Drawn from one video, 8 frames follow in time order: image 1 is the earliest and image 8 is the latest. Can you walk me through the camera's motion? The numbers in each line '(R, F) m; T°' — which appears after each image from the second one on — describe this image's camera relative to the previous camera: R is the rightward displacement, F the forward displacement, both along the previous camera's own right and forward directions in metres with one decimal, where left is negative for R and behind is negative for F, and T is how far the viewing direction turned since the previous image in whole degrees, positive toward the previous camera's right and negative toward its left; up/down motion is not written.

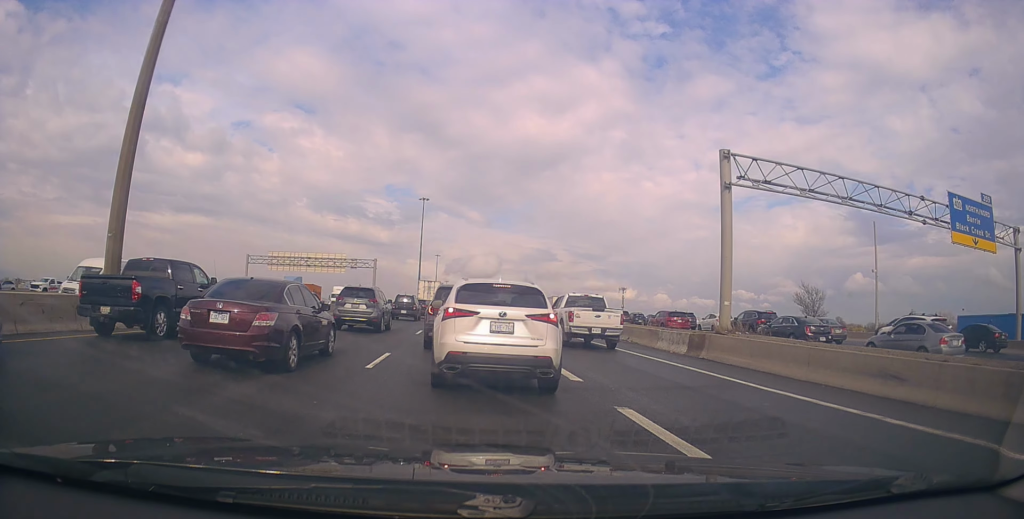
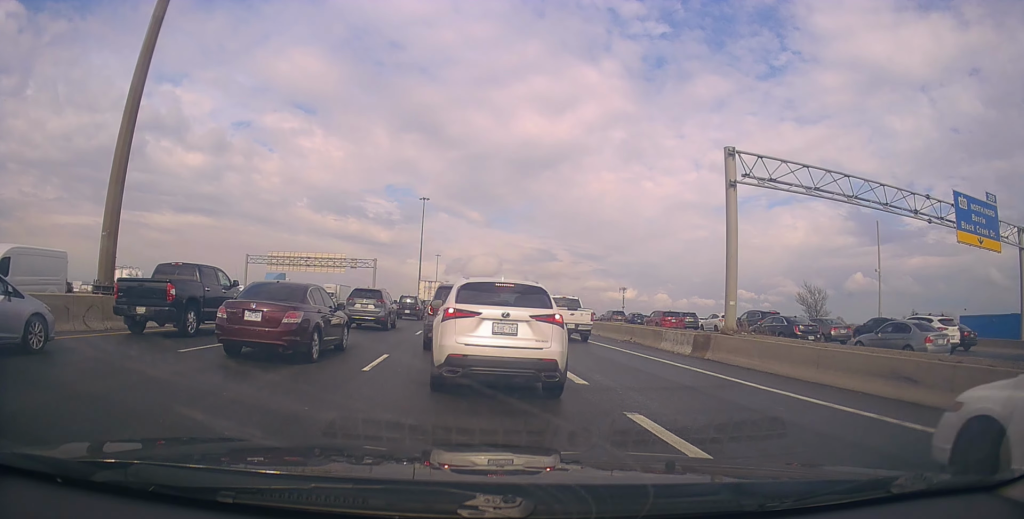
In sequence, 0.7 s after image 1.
(+0.1, +0.2) m; 0°
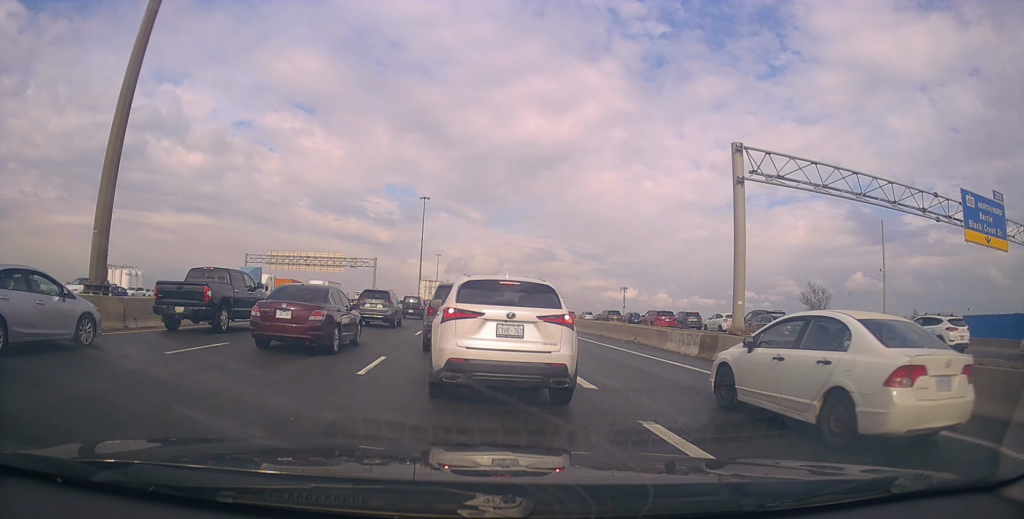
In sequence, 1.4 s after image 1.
(+0.1, +0.3) m; 0°
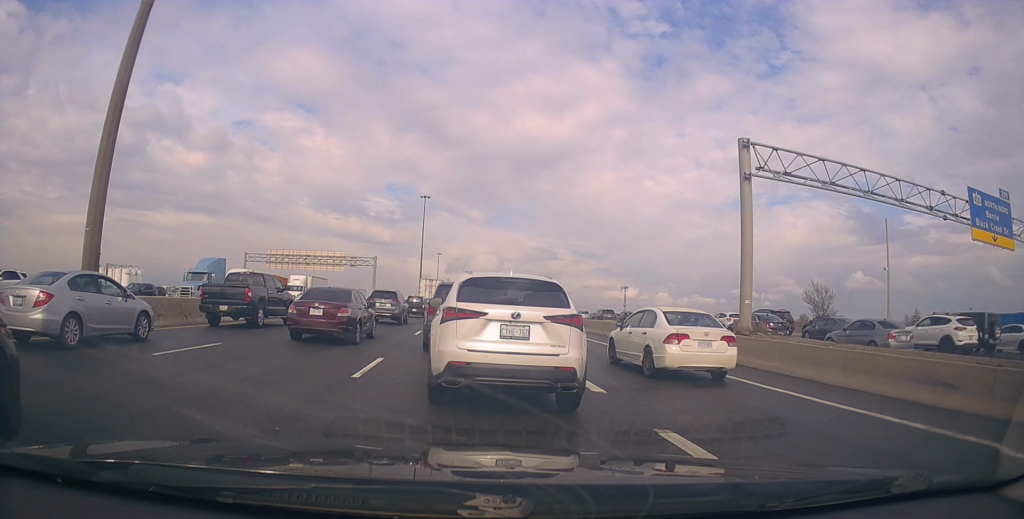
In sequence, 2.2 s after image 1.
(+0.2, +0.3) m; 0°
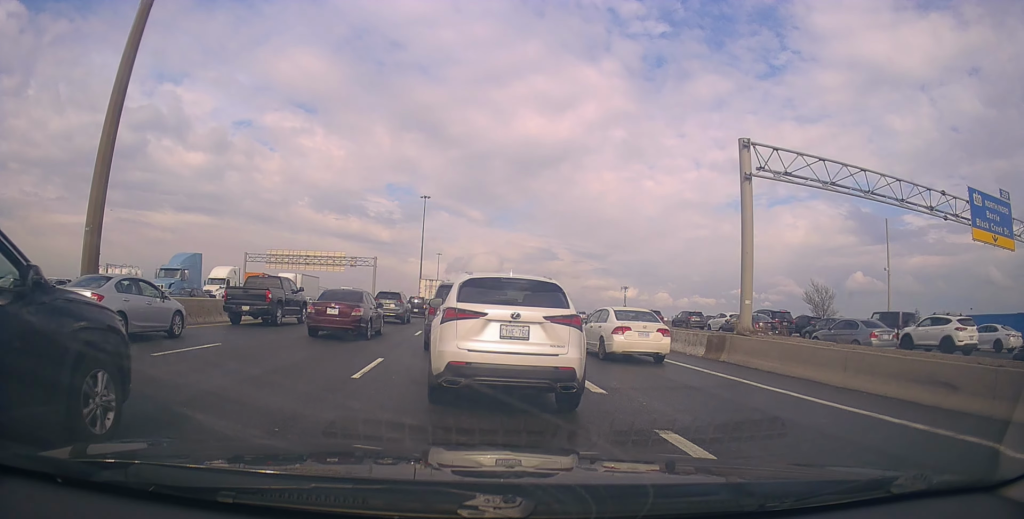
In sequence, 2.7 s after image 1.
(+0.1, +0.2) m; 0°
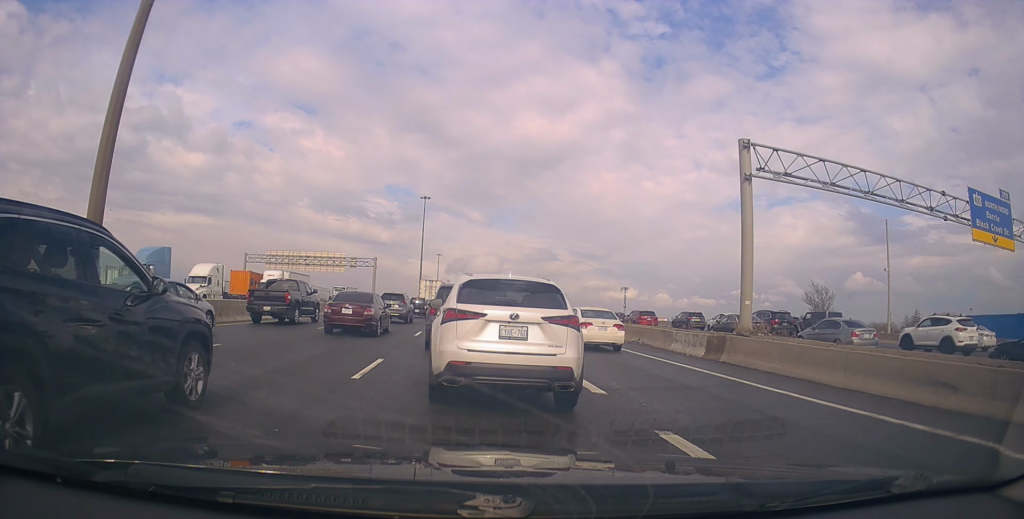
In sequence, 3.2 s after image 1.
(0.0, 0.0) m; 0°
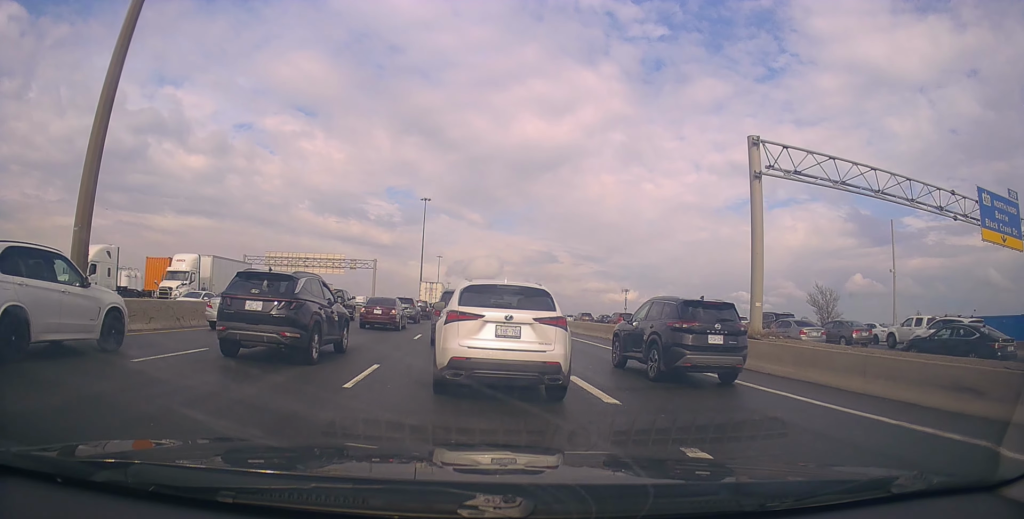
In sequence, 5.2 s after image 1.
(+0.3, +0.7) m; 0°
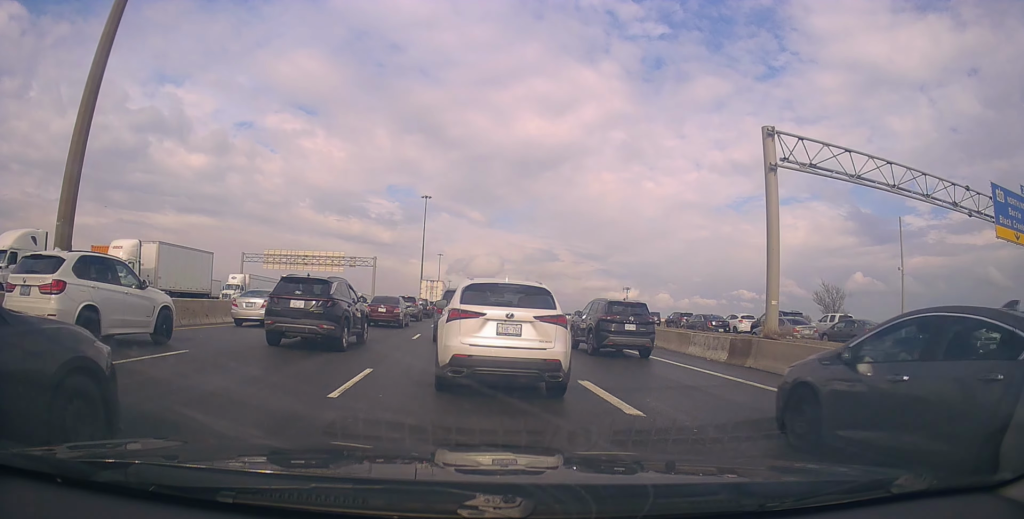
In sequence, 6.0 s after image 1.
(+0.1, +0.3) m; 0°
